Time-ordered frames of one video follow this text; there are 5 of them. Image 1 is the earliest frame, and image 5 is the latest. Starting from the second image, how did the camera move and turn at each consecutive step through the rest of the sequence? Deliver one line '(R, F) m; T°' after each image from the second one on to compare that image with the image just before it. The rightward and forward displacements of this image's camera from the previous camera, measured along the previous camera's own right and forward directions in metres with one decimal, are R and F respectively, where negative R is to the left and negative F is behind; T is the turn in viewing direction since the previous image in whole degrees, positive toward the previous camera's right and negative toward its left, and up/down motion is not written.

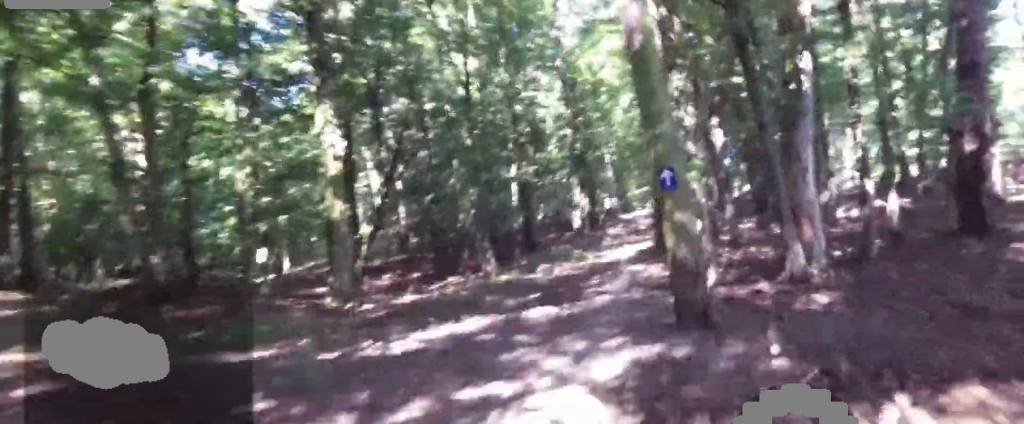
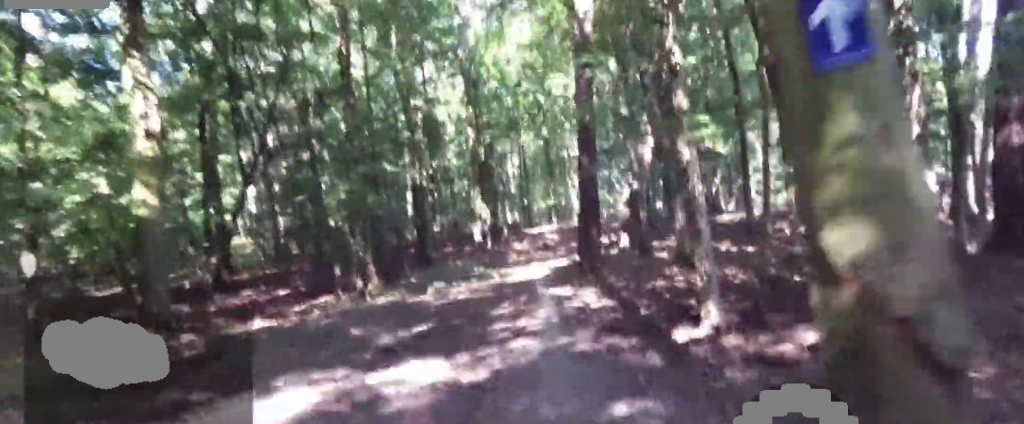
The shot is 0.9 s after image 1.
(+0.2, +5.1) m; +3°
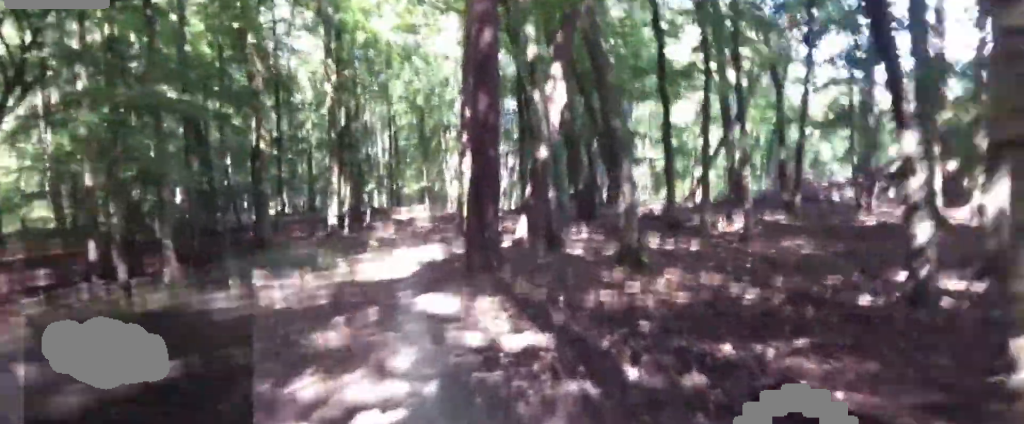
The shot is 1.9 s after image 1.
(0.0, +5.3) m; 0°
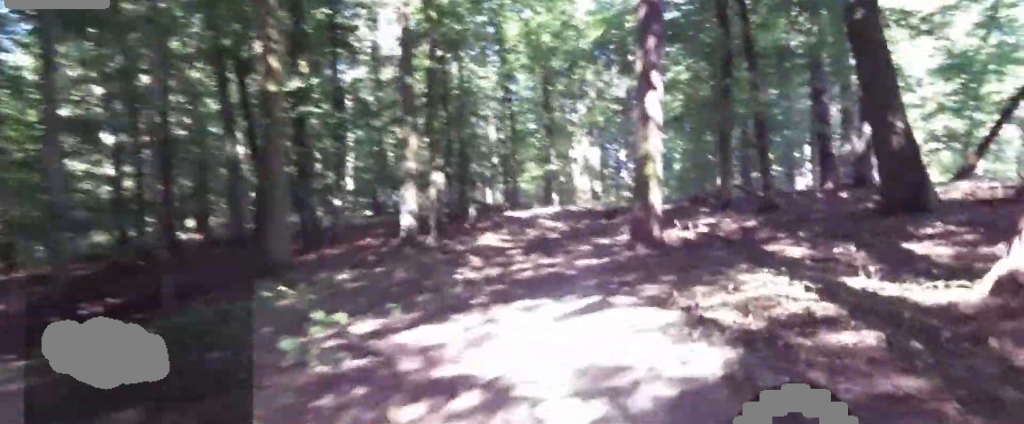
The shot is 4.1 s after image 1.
(+0.1, +10.1) m; +1°
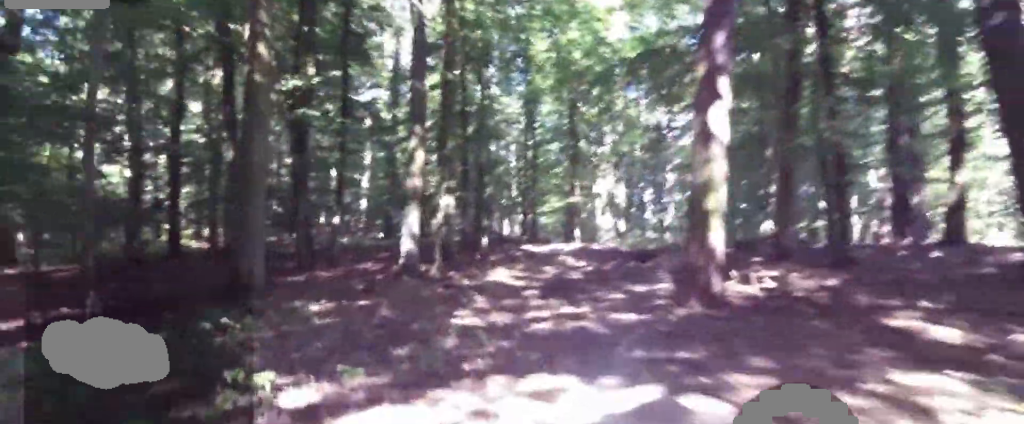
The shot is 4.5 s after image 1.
(0.0, +1.8) m; 0°
